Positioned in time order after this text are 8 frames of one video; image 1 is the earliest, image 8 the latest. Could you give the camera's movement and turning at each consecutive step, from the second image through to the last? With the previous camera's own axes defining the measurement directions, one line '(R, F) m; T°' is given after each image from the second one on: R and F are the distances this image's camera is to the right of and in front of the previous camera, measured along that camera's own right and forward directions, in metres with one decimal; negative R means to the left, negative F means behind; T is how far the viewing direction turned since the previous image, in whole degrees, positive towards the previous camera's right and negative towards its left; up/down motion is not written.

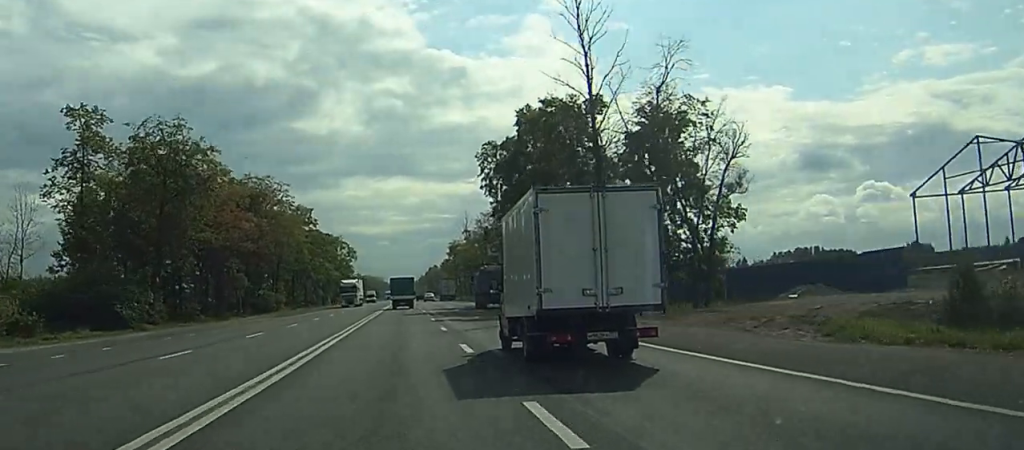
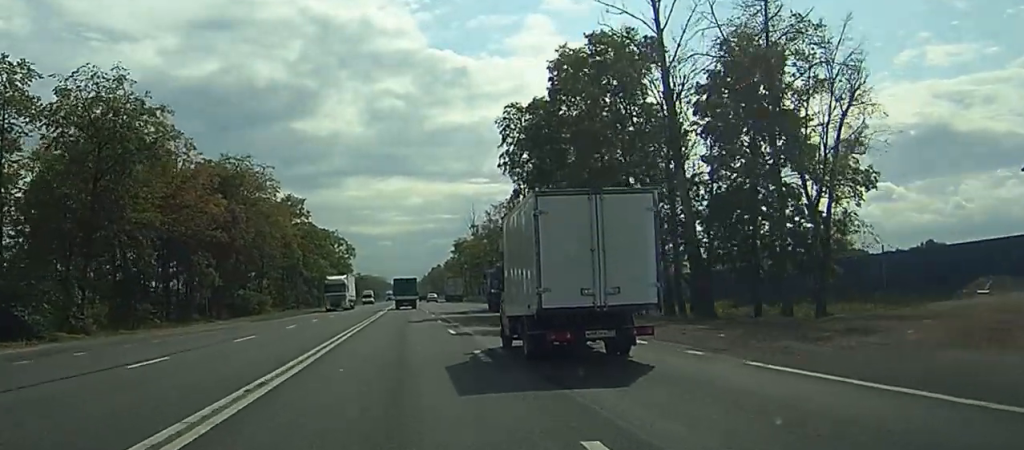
(-0.1, +14.6) m; 0°
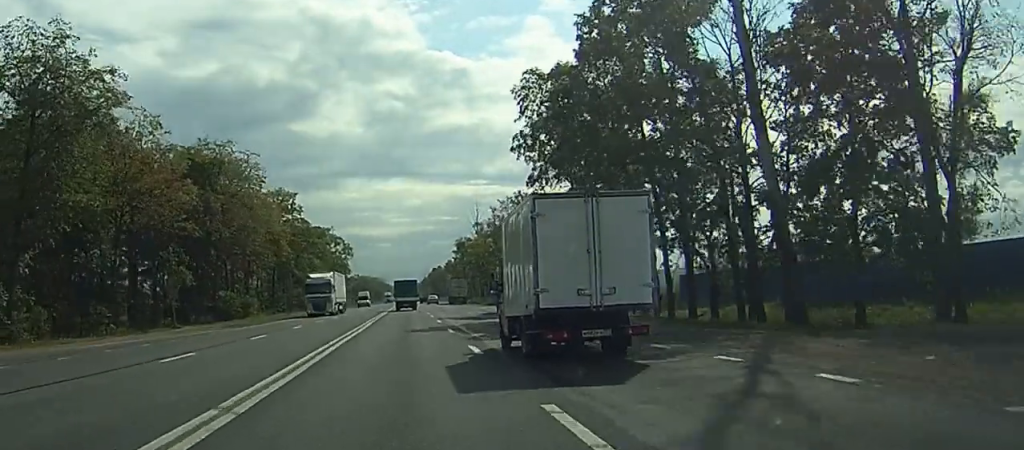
(0.0, +9.4) m; 0°
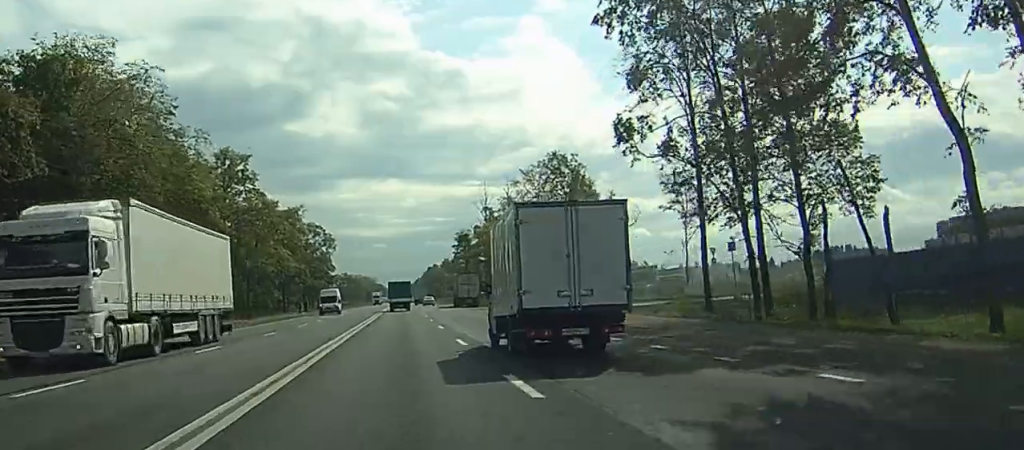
(0.0, +31.6) m; 0°
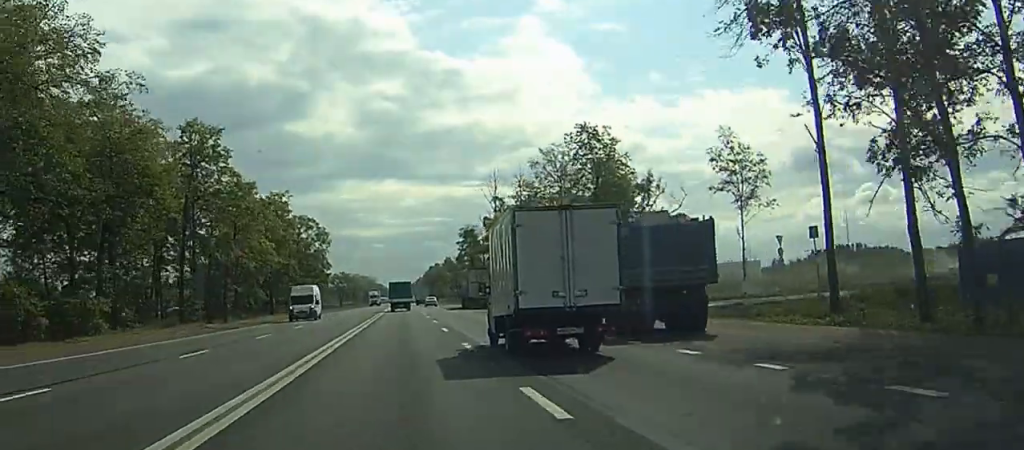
(0.0, +13.6) m; 0°
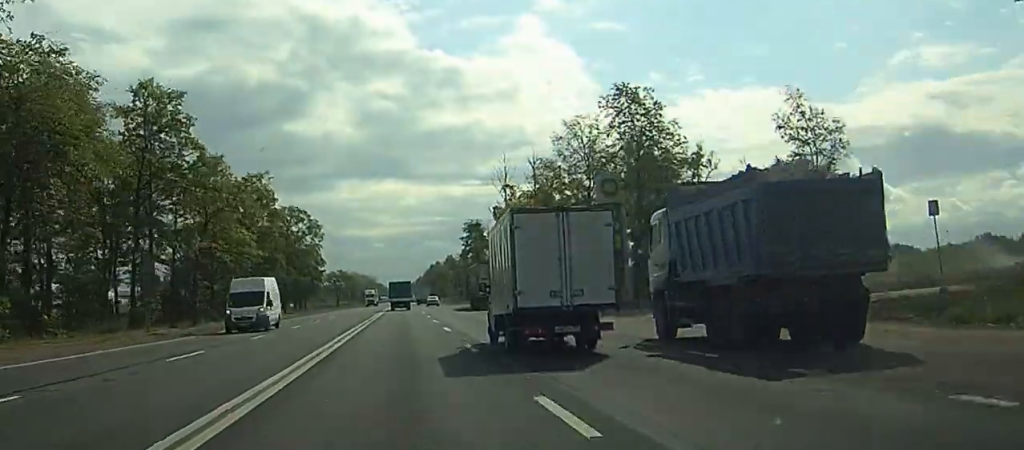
(0.0, +13.0) m; 0°
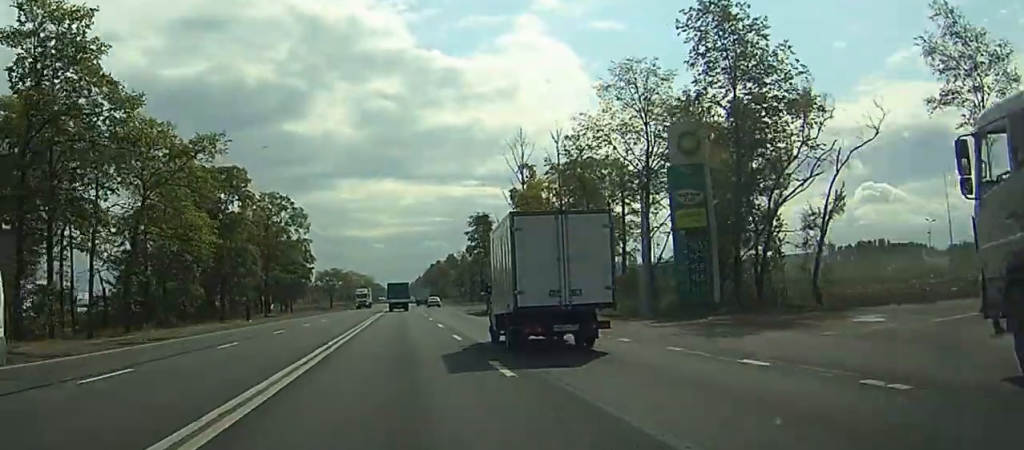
(0.0, +17.9) m; 0°
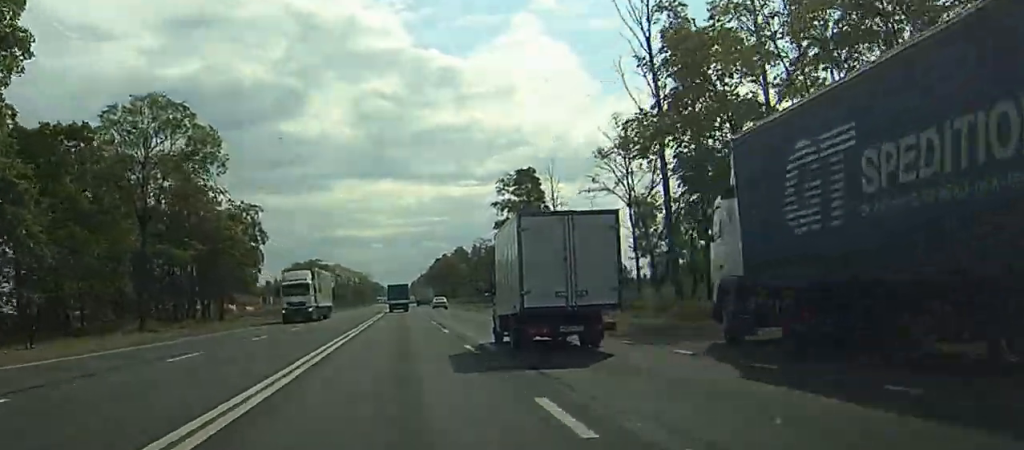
(+0.2, +53.4) m; +1°
